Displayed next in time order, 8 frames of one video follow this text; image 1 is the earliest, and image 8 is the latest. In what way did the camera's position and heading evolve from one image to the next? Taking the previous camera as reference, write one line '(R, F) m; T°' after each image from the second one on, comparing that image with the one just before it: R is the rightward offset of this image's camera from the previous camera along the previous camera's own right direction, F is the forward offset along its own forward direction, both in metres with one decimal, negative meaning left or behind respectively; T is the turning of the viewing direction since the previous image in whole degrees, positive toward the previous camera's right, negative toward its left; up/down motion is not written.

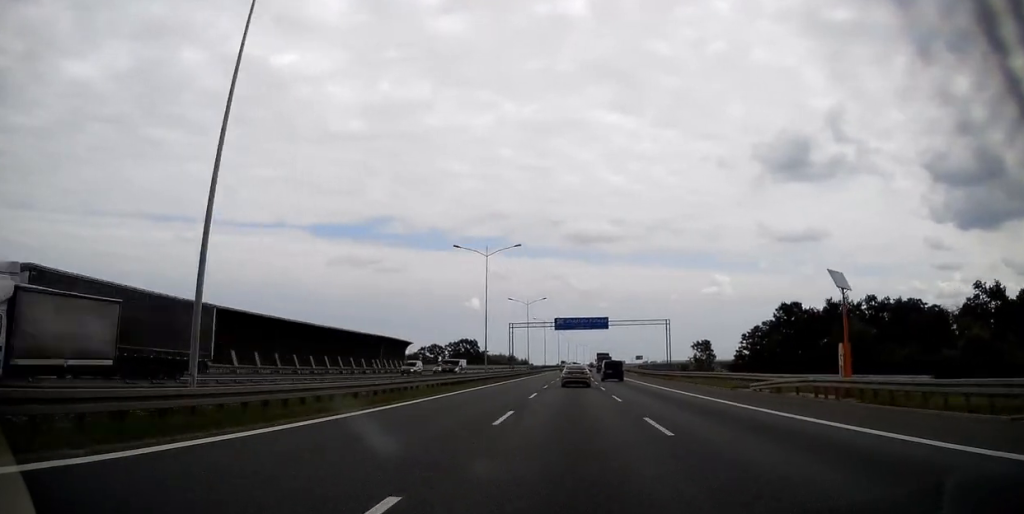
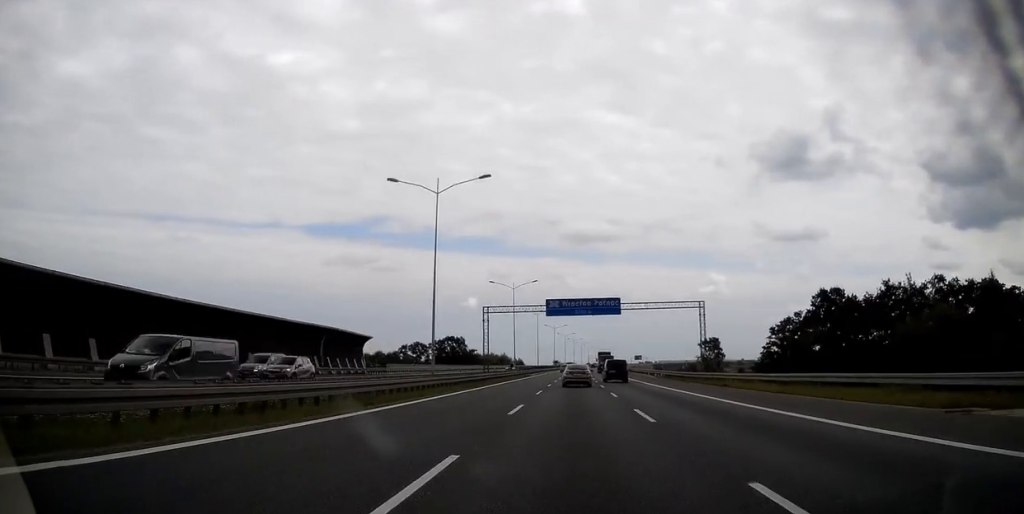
(+0.1, +21.1) m; 0°
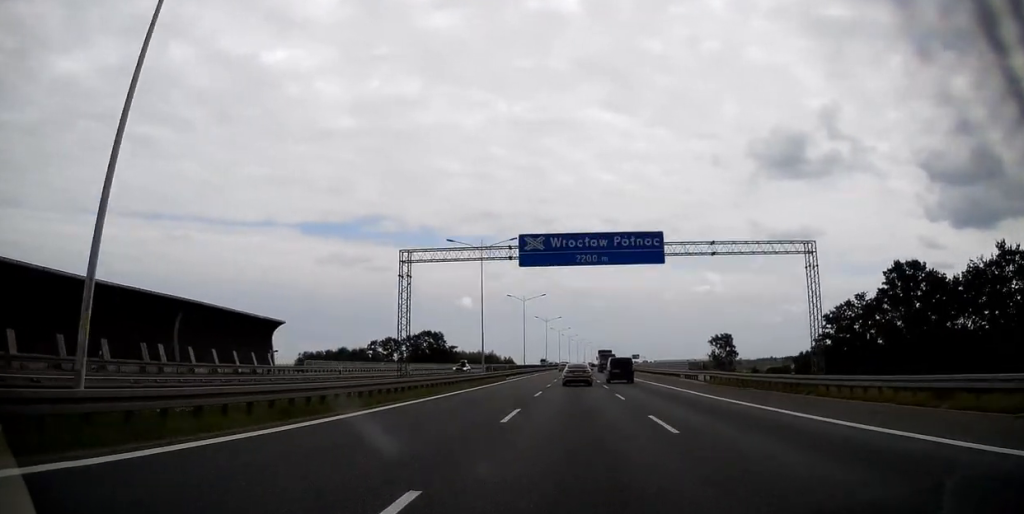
(0.0, +26.7) m; +1°
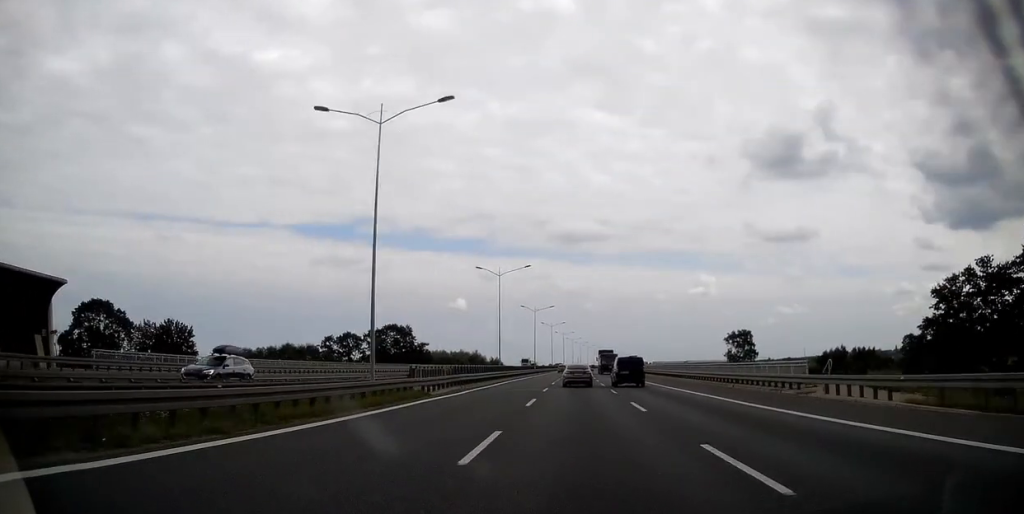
(+0.2, +30.1) m; +1°
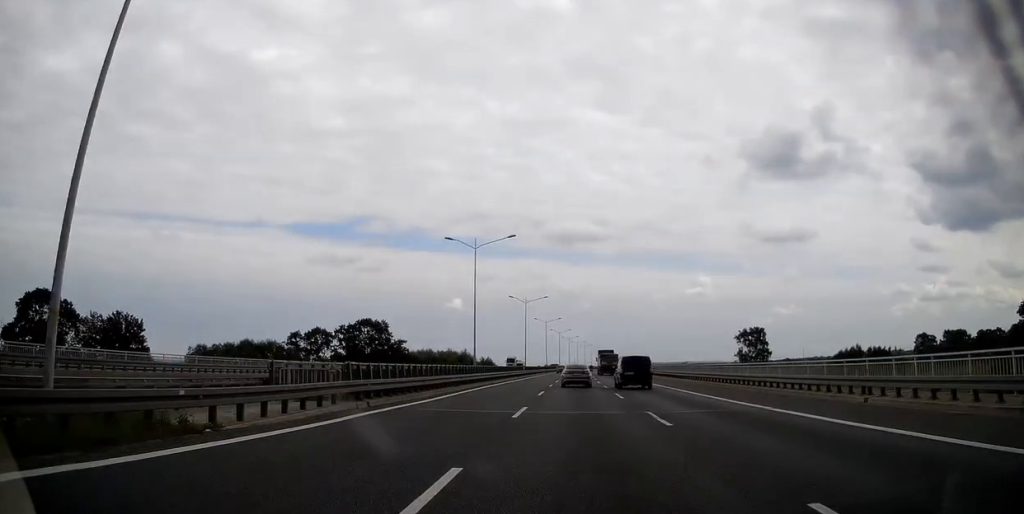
(+0.1, +16.7) m; 0°
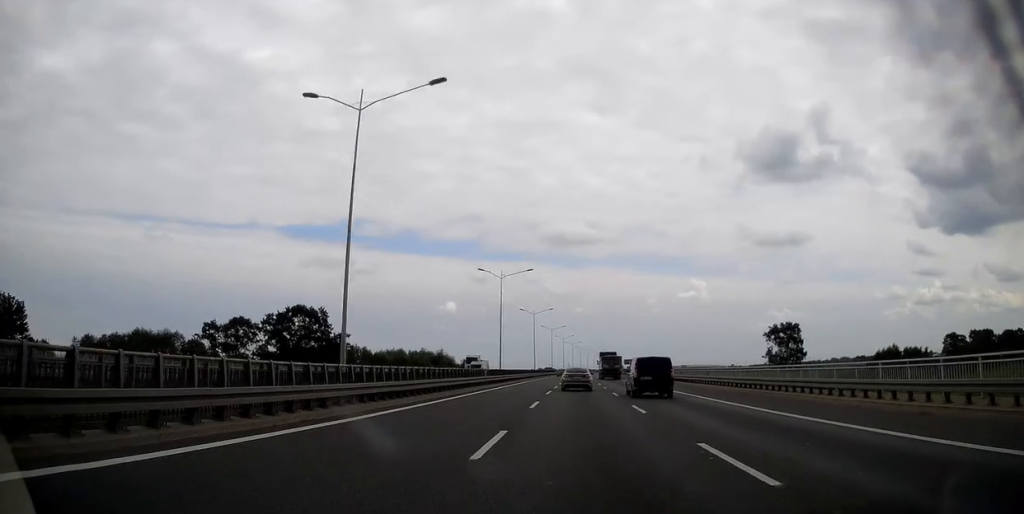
(0.0, +31.2) m; 0°
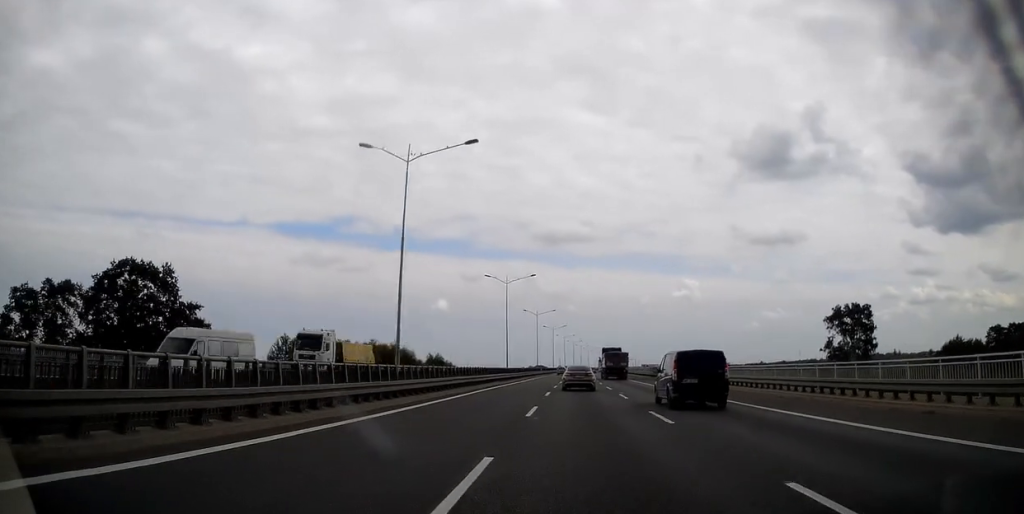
(+0.3, +40.2) m; +1°
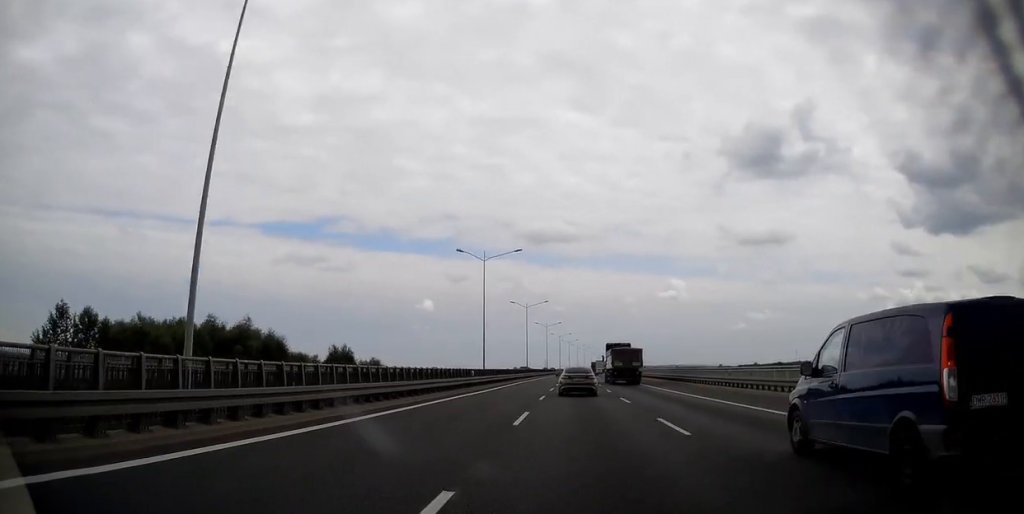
(+0.8, +62.6) m; +1°
